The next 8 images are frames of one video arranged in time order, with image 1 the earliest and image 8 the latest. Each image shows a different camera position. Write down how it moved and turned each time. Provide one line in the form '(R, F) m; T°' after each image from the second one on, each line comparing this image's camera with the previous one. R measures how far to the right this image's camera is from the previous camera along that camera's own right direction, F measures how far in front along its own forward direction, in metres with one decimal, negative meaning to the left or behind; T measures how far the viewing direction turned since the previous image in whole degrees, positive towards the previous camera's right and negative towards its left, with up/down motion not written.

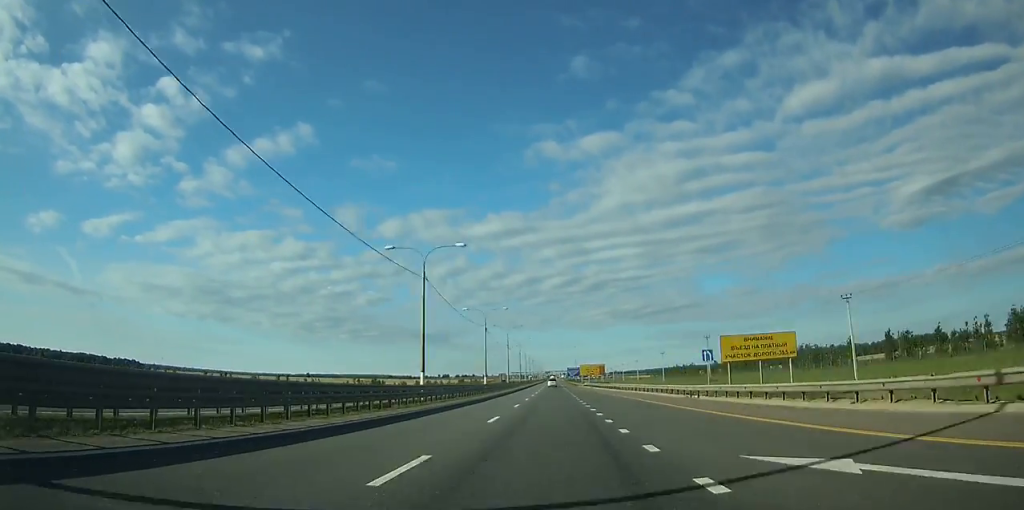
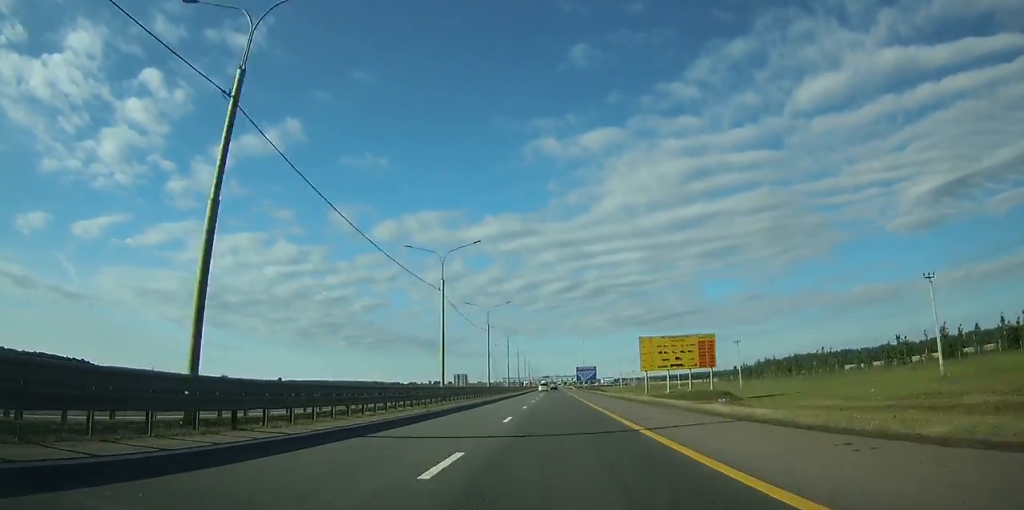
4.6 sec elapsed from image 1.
(0.0, +127.3) m; 0°
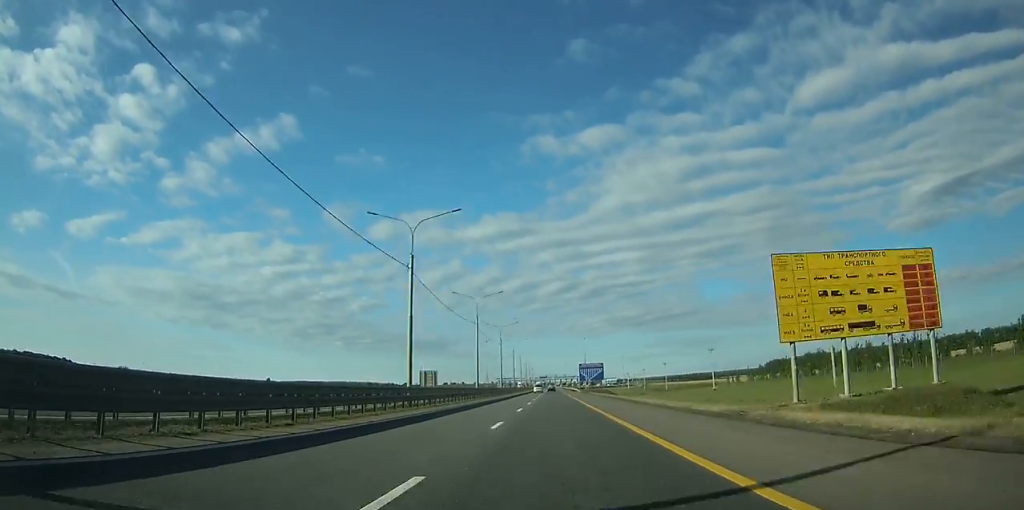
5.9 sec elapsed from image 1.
(0.0, +37.8) m; 0°
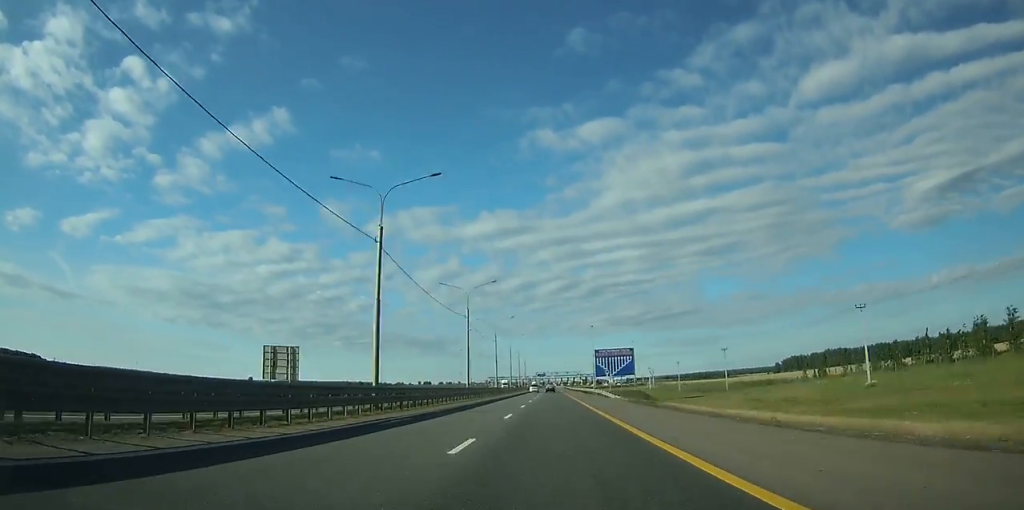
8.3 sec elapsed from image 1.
(+0.1, +68.4) m; 0°
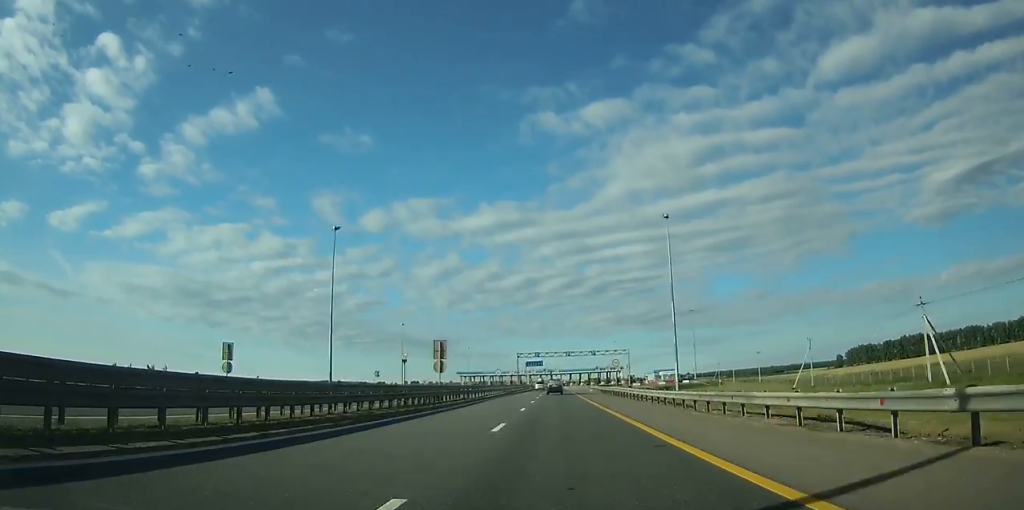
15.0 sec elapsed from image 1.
(-0.3, +171.5) m; 0°
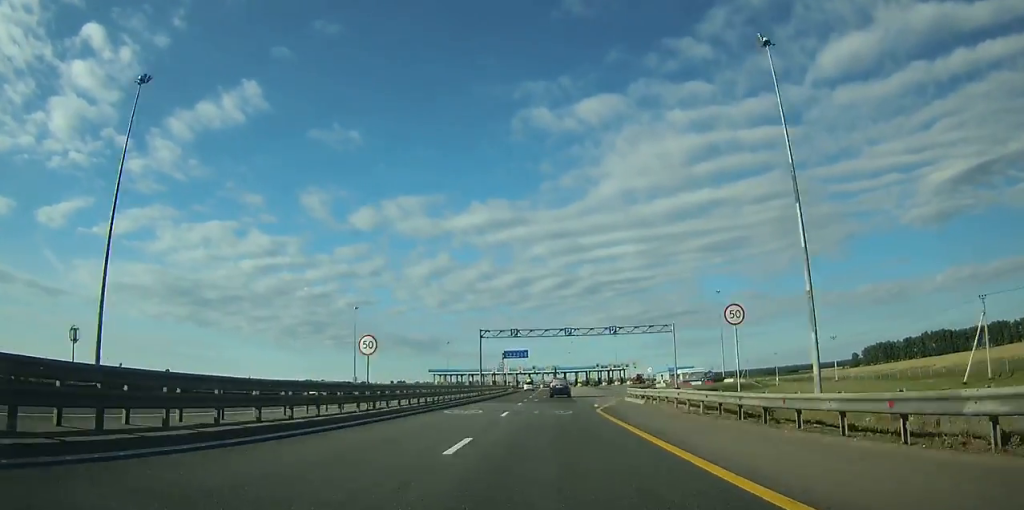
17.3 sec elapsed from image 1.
(+0.3, +52.6) m; 0°
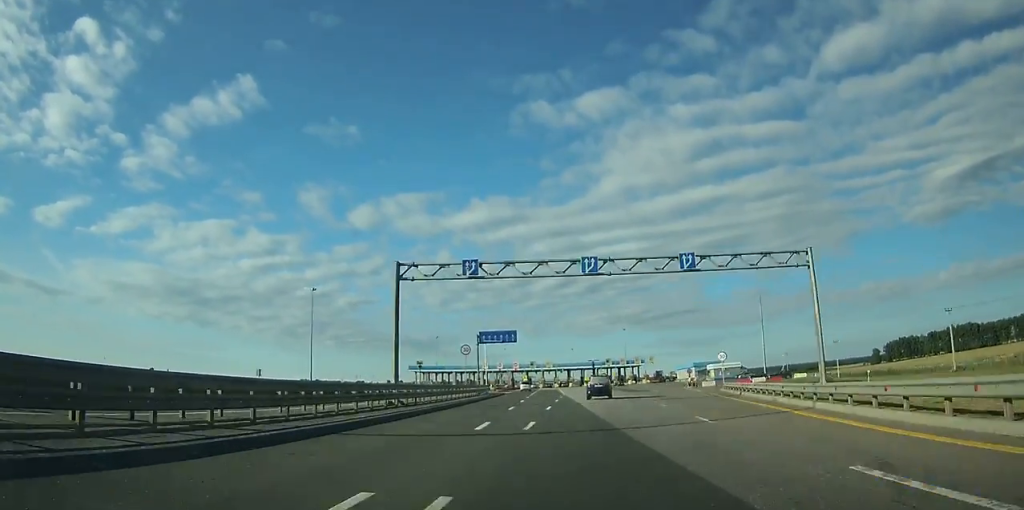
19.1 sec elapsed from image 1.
(0.0, +37.1) m; 0°
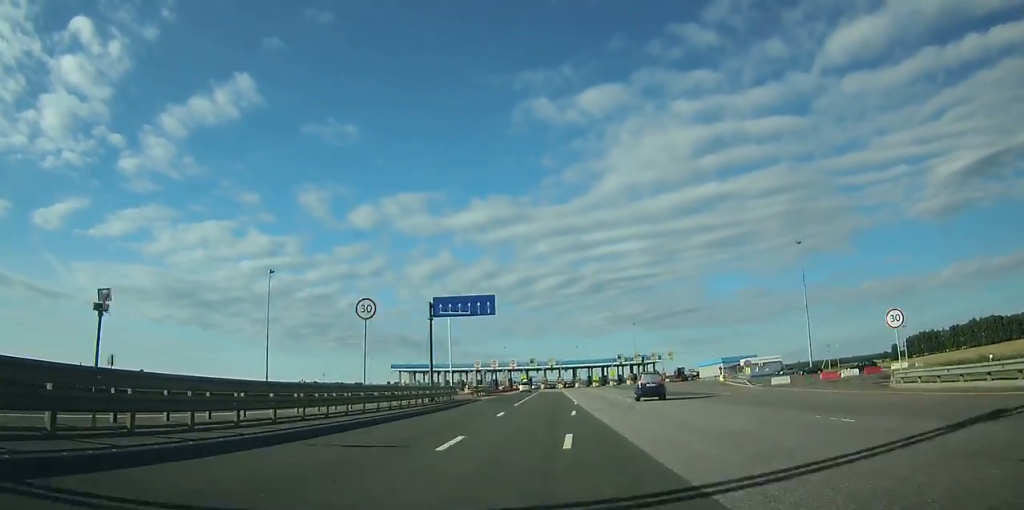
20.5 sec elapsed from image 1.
(0.0, +28.3) m; 0°
